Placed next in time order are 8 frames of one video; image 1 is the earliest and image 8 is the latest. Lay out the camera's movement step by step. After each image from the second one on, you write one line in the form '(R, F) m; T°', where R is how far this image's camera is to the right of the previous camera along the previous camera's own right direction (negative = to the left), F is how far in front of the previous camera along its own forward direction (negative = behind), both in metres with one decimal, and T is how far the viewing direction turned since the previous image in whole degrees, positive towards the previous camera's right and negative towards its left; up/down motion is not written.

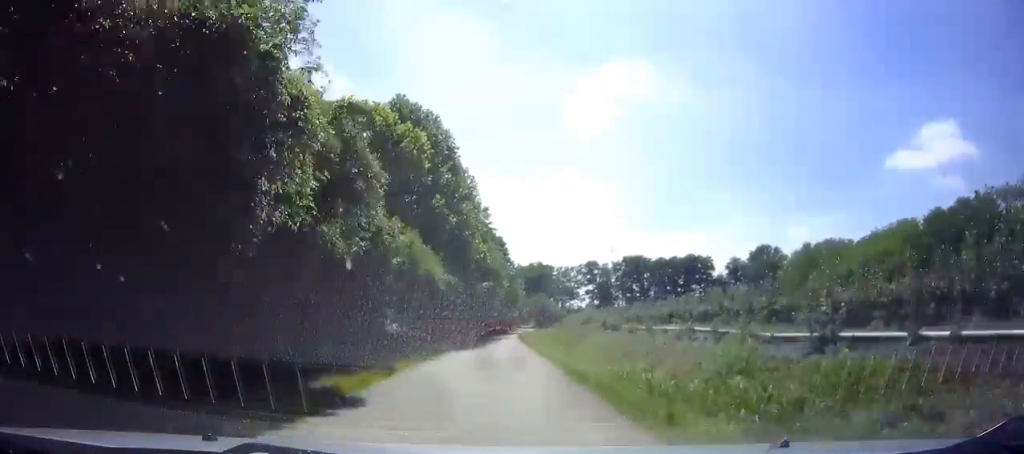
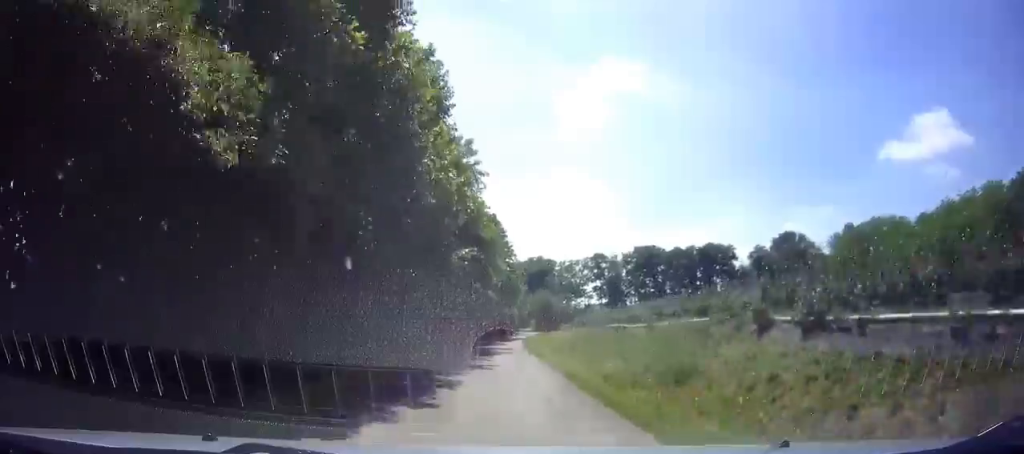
(+0.3, +19.5) m; +2°
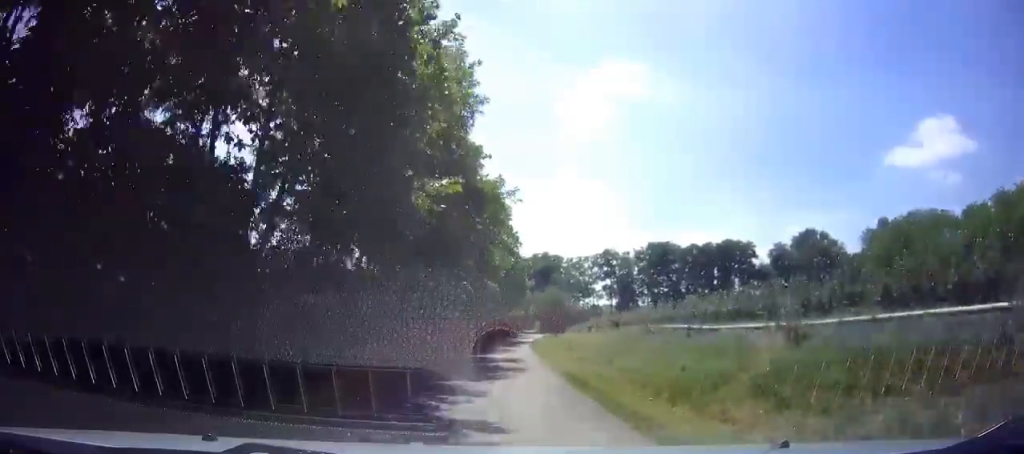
(+0.1, +10.8) m; 0°
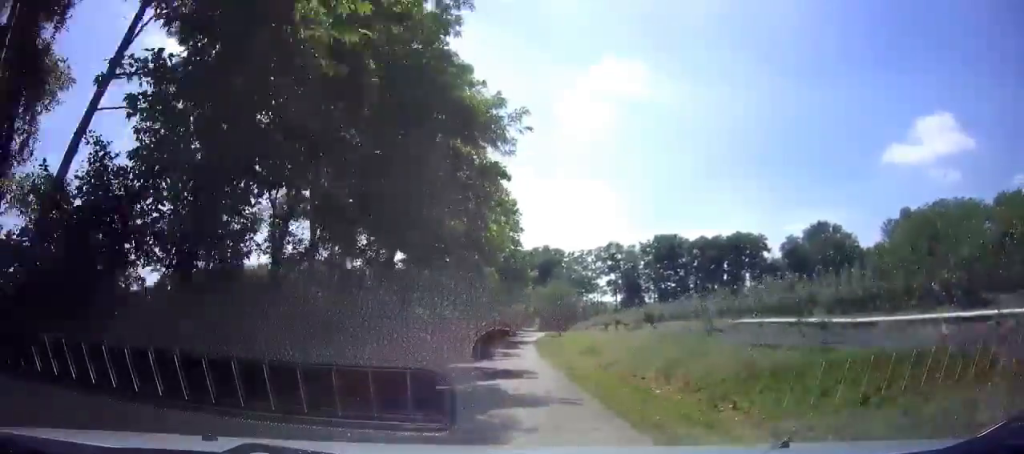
(0.0, +8.1) m; 0°
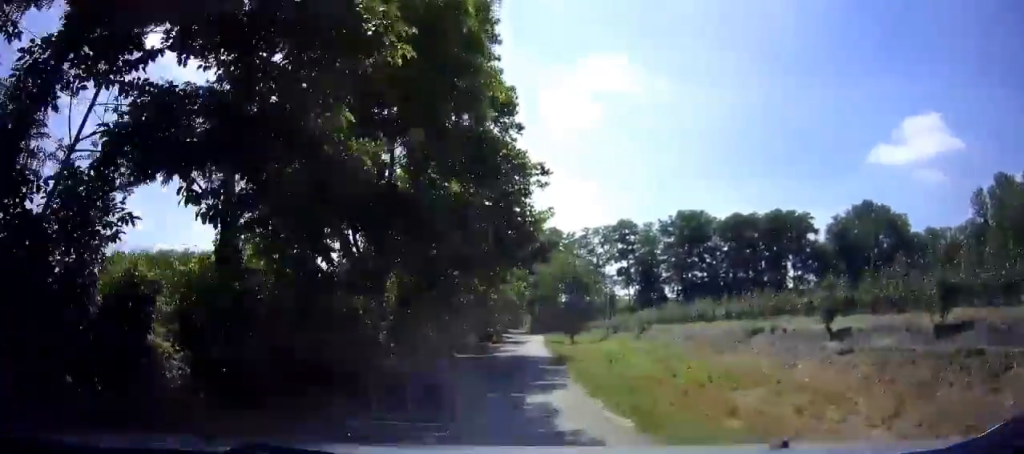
(+0.2, +28.2) m; +2°
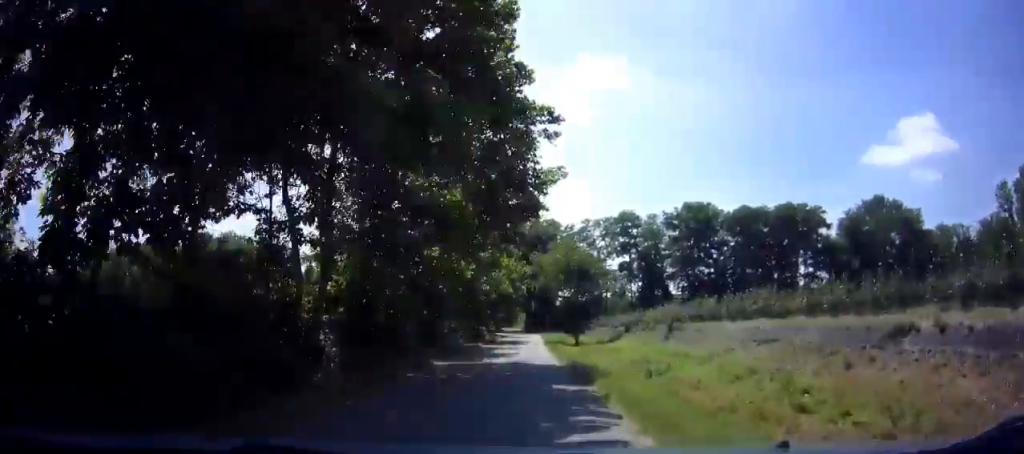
(+0.1, +7.0) m; +1°
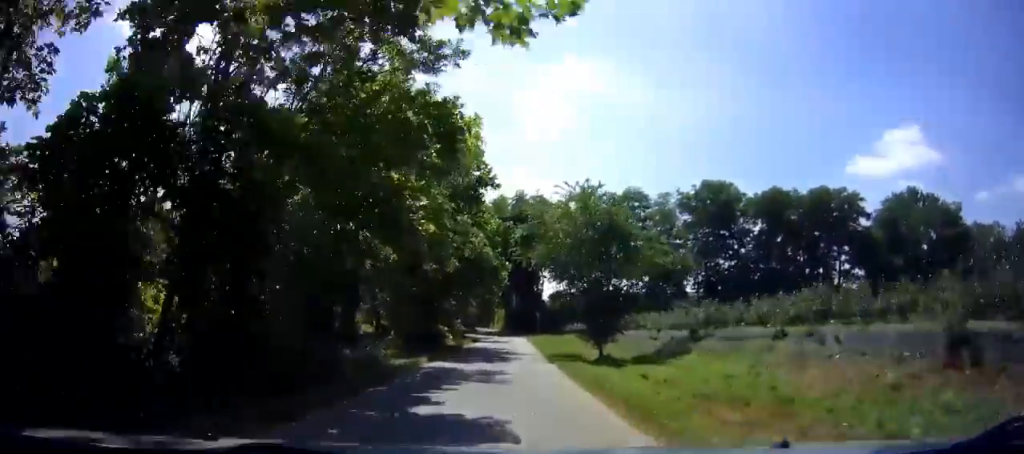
(+0.2, +17.6) m; +1°
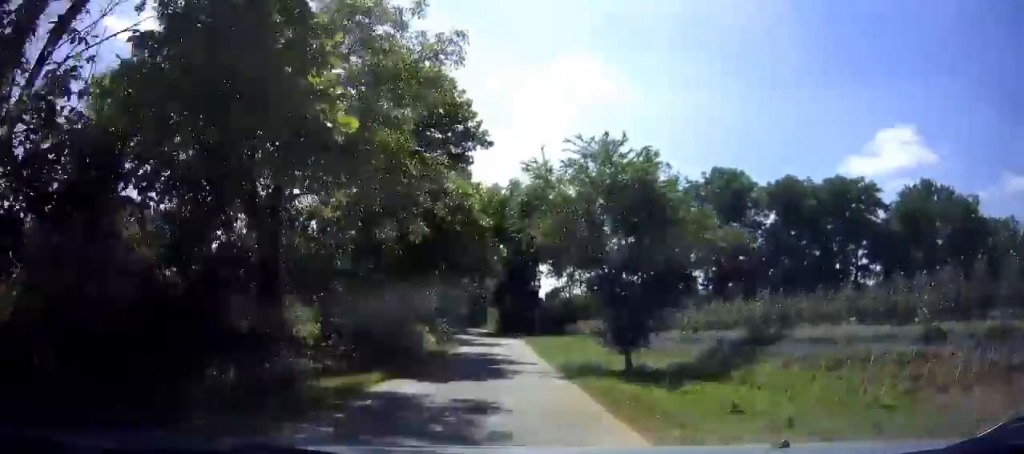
(0.0, +6.9) m; 0°
